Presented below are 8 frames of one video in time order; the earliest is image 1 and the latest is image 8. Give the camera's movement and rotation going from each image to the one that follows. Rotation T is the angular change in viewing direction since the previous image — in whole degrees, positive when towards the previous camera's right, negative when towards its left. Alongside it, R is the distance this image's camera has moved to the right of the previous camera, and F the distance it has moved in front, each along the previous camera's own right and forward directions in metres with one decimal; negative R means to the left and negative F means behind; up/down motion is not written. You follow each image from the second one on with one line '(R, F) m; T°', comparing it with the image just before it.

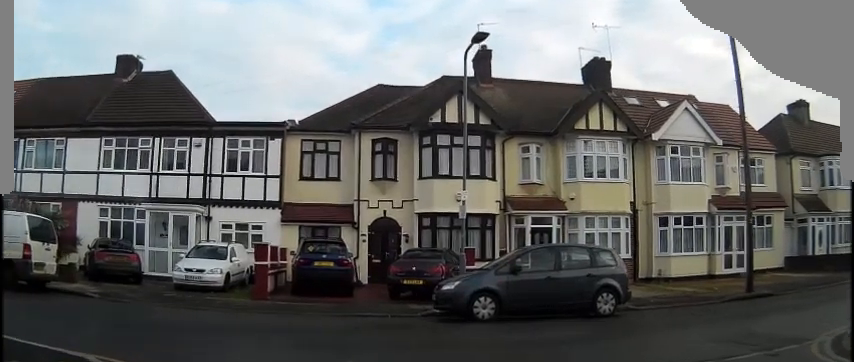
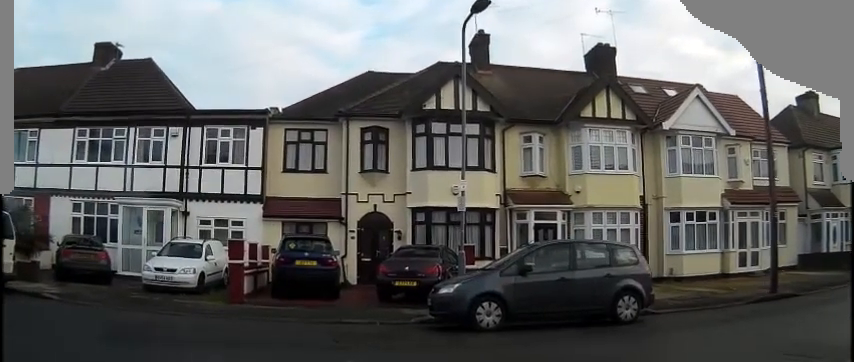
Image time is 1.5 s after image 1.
(-0.1, +0.2) m; 0°
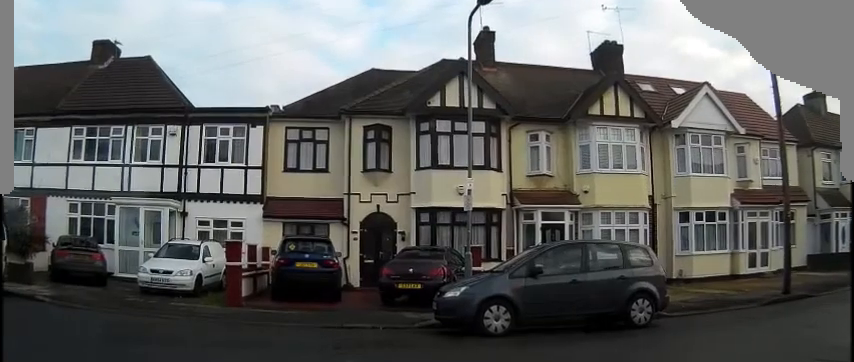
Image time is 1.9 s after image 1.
(0.0, +0.1) m; 0°
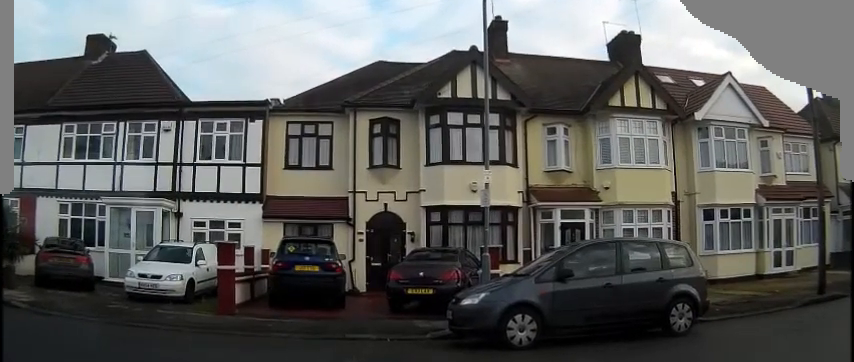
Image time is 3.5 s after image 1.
(0.0, +0.9) m; 0°
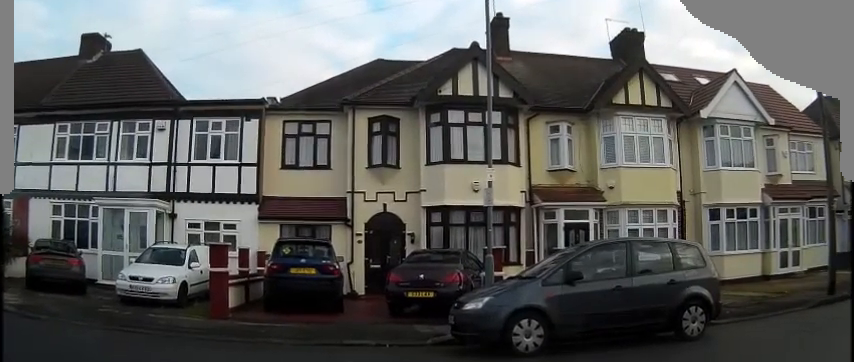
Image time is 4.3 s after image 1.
(0.0, +0.7) m; 0°
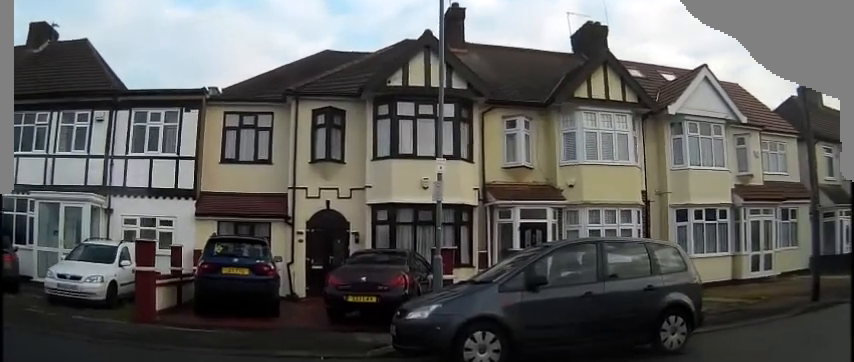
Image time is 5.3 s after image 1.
(0.0, +1.4) m; 0°
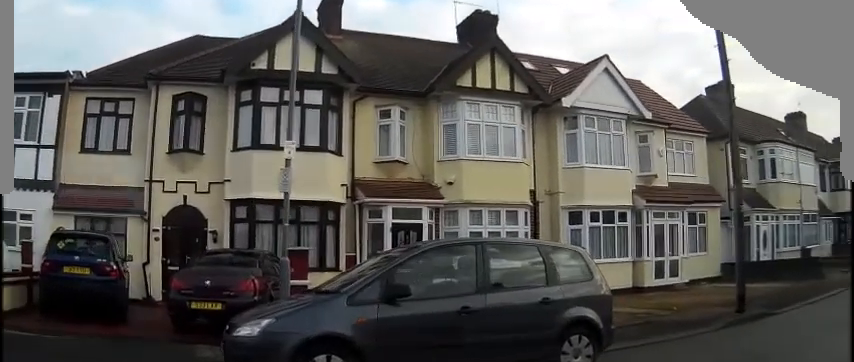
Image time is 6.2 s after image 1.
(0.0, +1.6) m; +7°
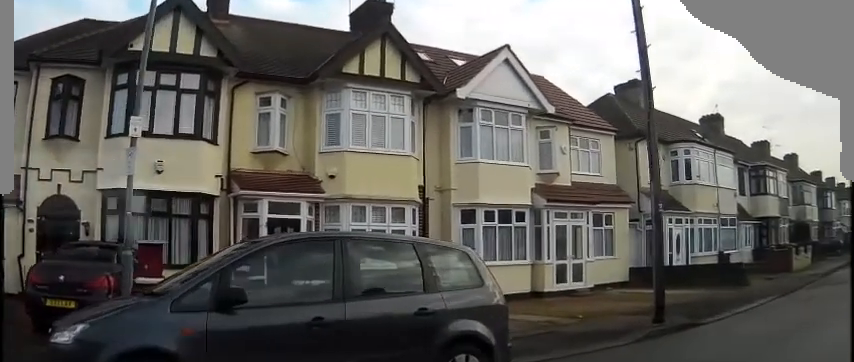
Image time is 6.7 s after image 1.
(-0.1, +1.2) m; +12°
